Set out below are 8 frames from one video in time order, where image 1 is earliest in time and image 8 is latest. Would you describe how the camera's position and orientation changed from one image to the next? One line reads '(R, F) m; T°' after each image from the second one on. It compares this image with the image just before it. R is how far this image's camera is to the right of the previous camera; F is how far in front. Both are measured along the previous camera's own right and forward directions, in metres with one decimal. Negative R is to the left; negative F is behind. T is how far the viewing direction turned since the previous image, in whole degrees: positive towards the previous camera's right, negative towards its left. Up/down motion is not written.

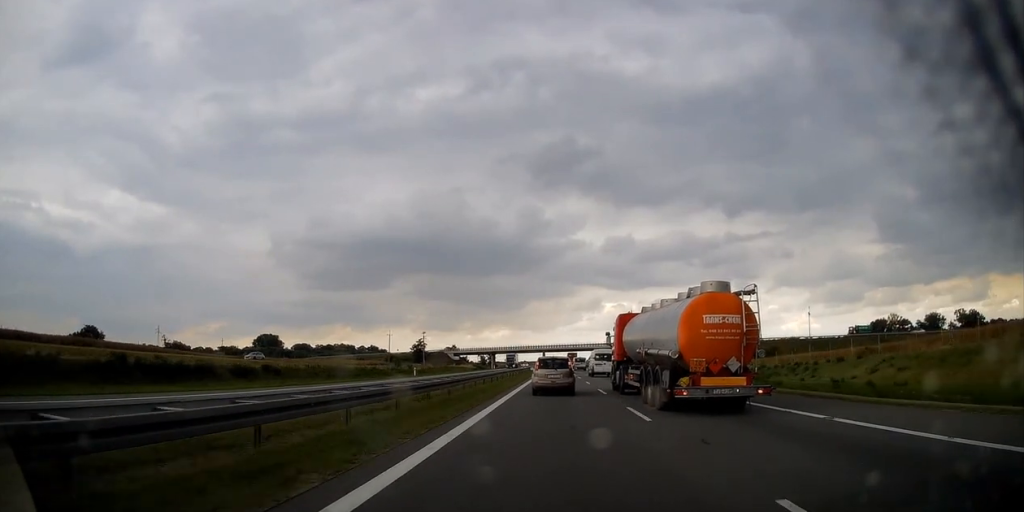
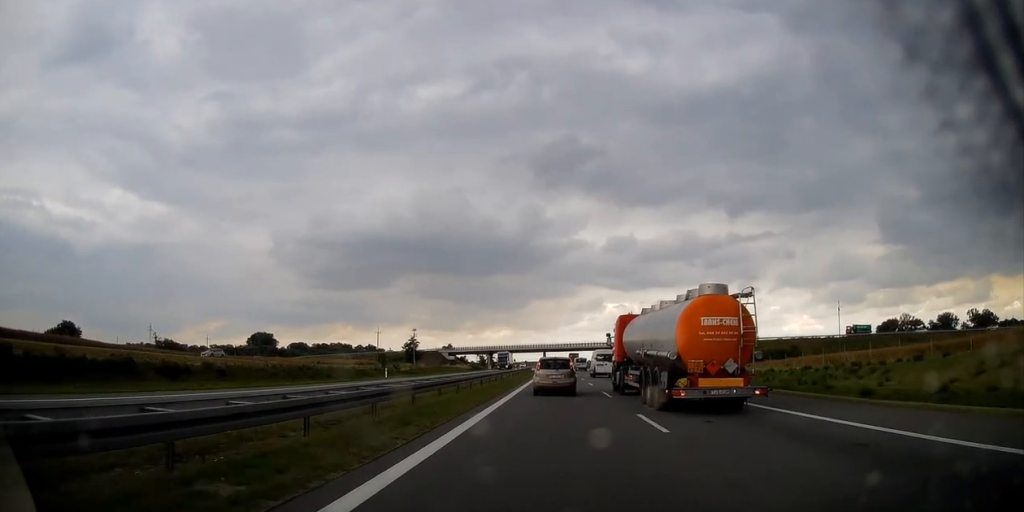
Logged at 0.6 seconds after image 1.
(+0.2, +14.1) m; 0°
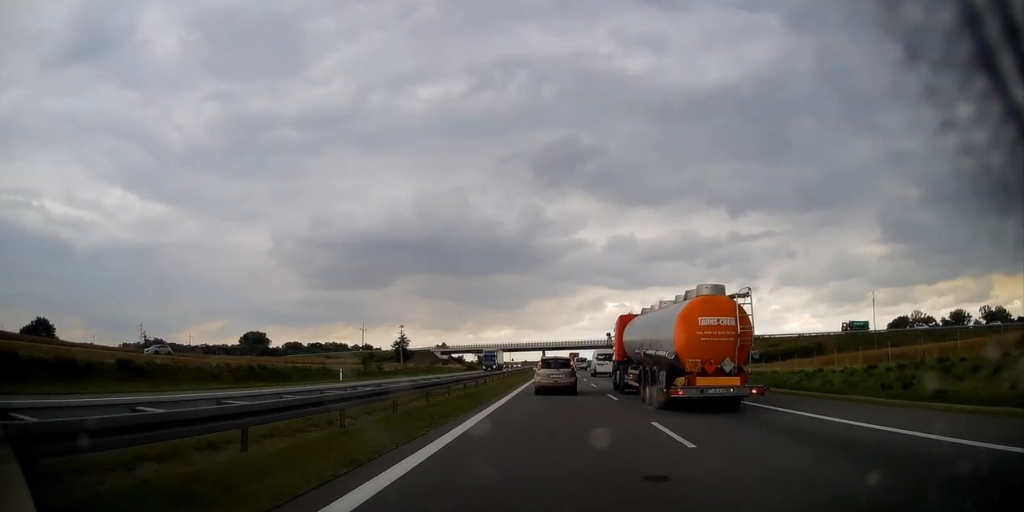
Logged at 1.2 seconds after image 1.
(+0.2, +14.1) m; 0°
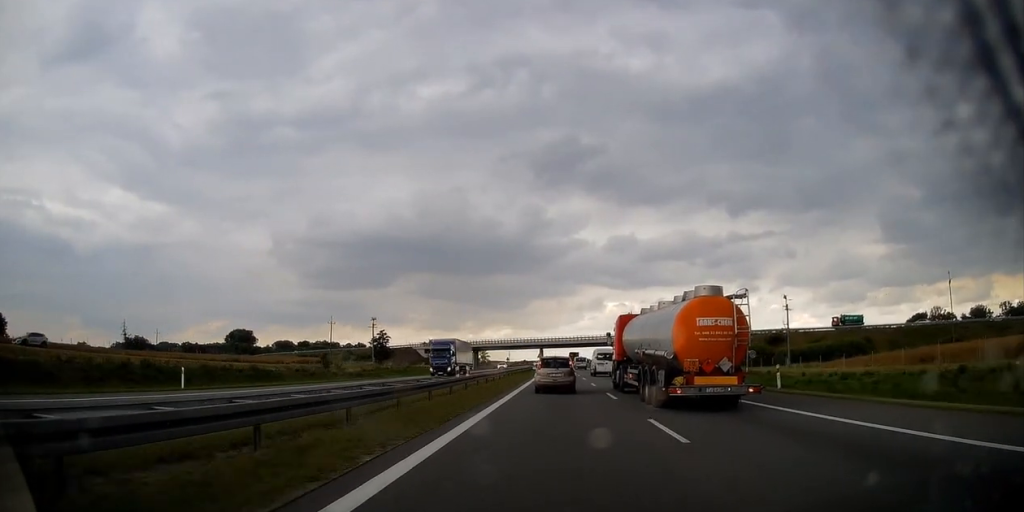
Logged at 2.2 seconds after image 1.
(-0.4, +23.5) m; -1°
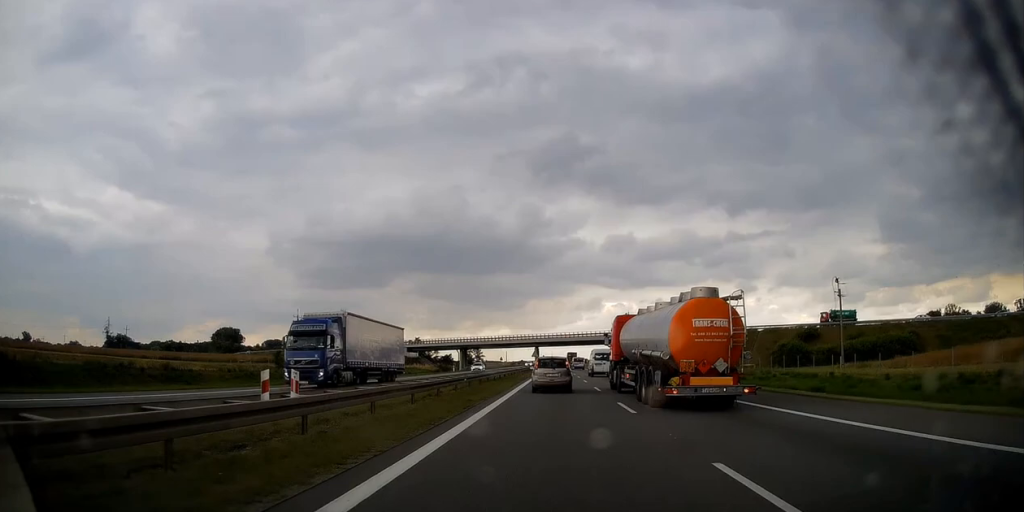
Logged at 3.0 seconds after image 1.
(0.0, +18.0) m; 0°
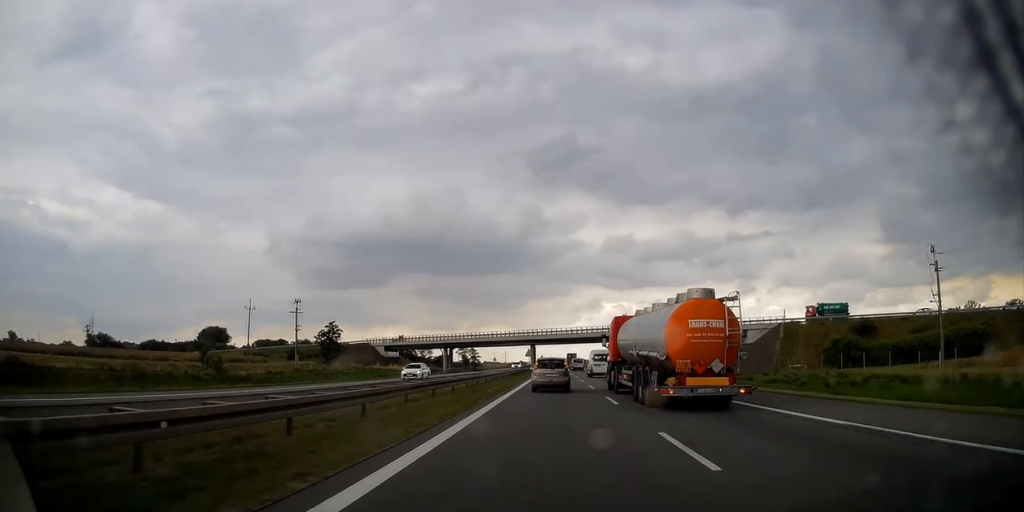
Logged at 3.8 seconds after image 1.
(0.0, +20.4) m; +1°
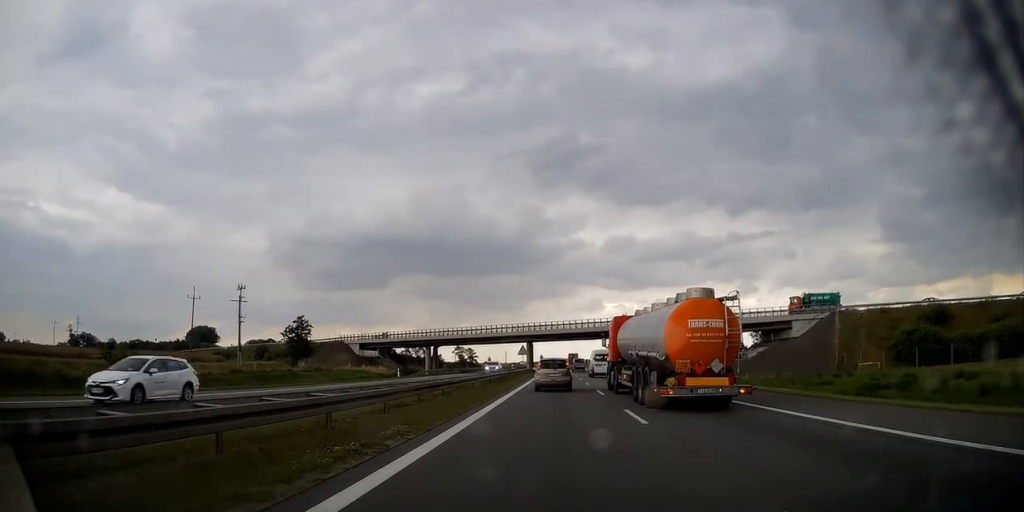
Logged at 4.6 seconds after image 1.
(+0.2, +18.1) m; 0°
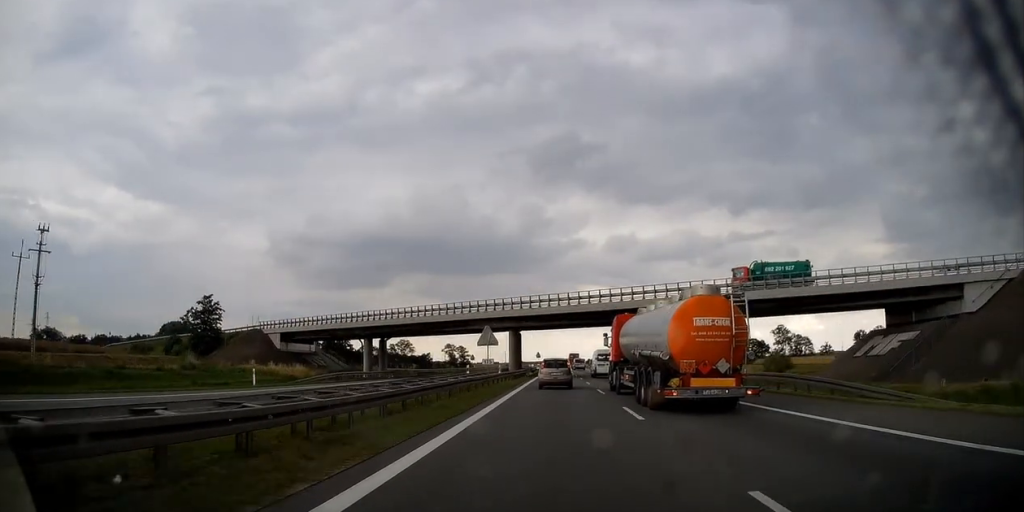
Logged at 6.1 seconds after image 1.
(-0.2, +34.8) m; 0°
